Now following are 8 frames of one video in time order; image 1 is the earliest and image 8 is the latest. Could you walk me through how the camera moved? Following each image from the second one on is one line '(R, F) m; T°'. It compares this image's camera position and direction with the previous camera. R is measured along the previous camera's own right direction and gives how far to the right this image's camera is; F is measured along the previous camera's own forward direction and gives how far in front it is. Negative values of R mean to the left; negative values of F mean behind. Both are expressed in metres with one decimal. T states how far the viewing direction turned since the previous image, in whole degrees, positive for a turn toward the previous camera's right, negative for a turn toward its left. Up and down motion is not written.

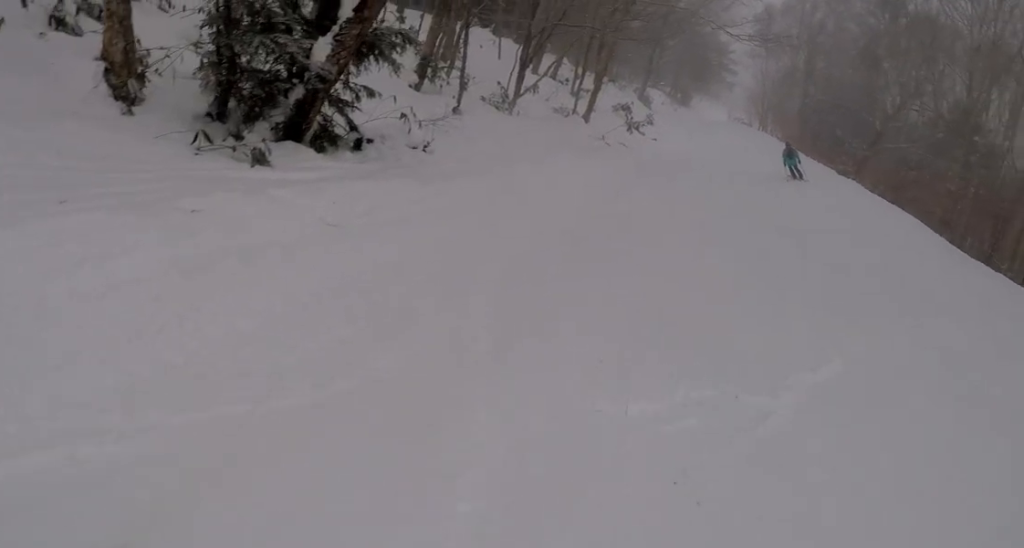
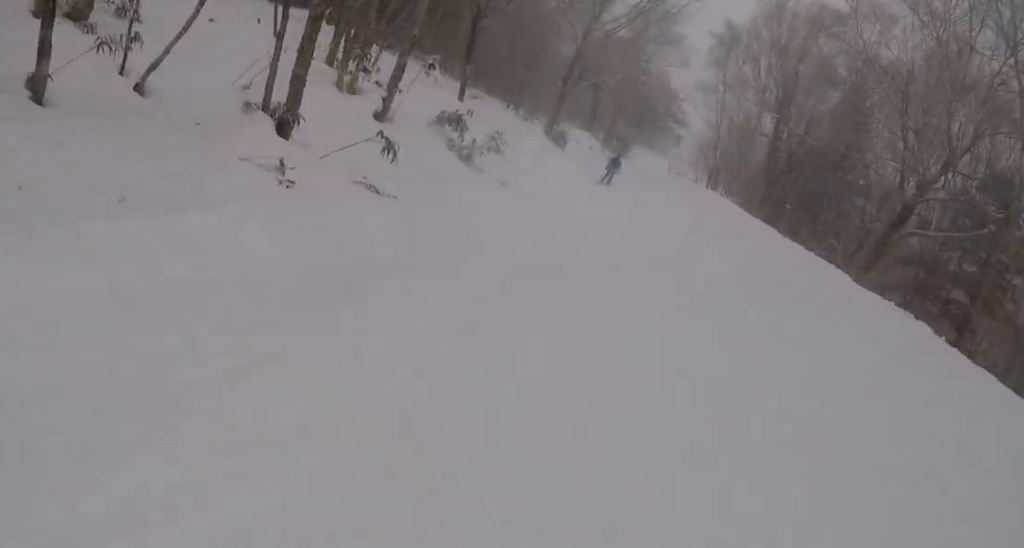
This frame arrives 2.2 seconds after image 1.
(+0.9, +15.8) m; +3°
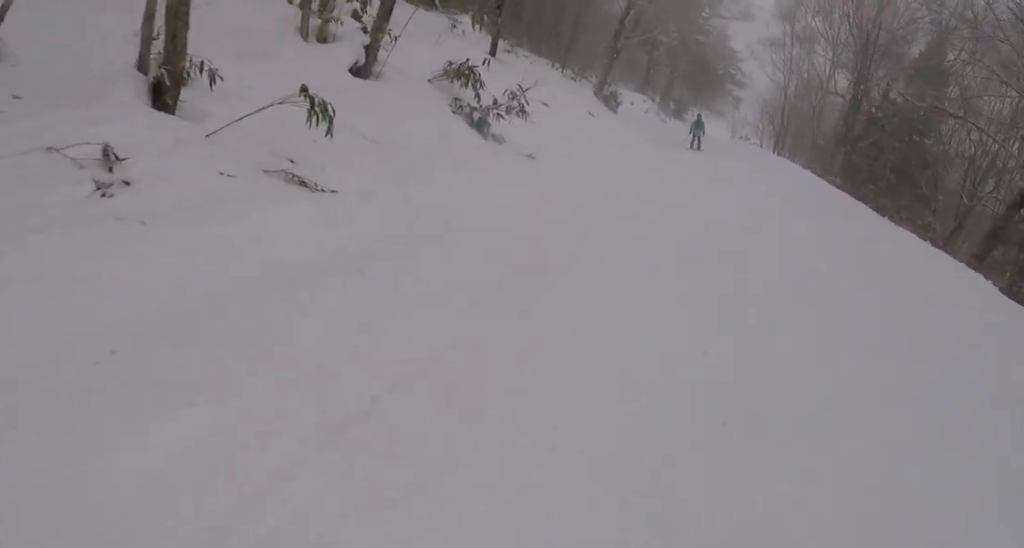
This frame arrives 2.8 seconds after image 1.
(-0.1, +4.0) m; -1°
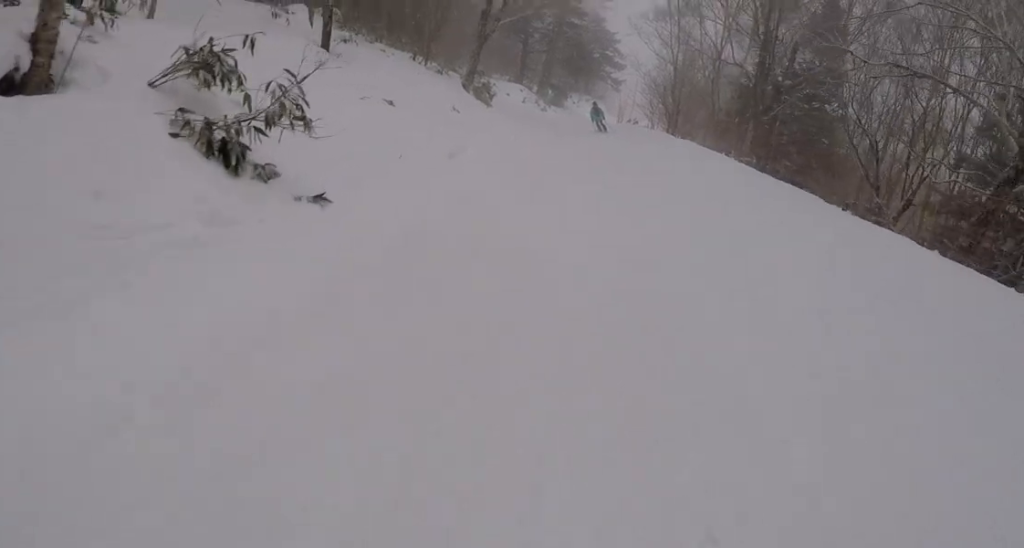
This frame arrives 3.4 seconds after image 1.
(-0.3, +5.0) m; 0°
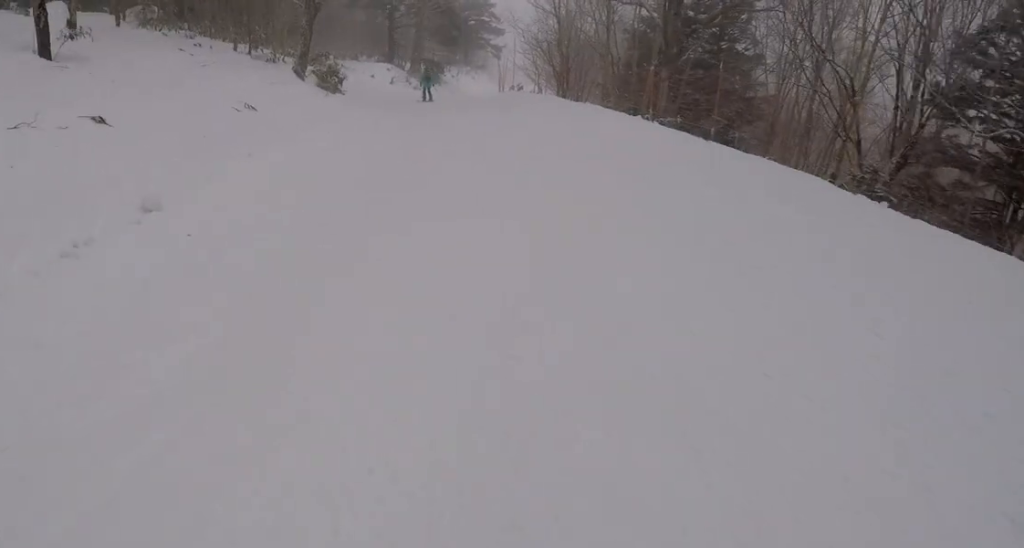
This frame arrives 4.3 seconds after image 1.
(+0.3, +6.2) m; +2°
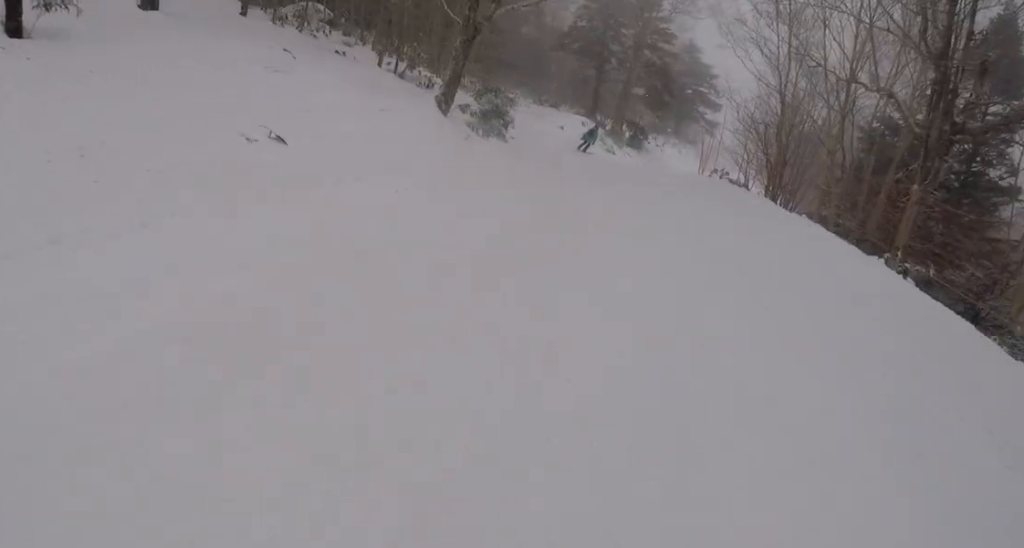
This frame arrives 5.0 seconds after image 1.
(+0.1, +5.8) m; -6°
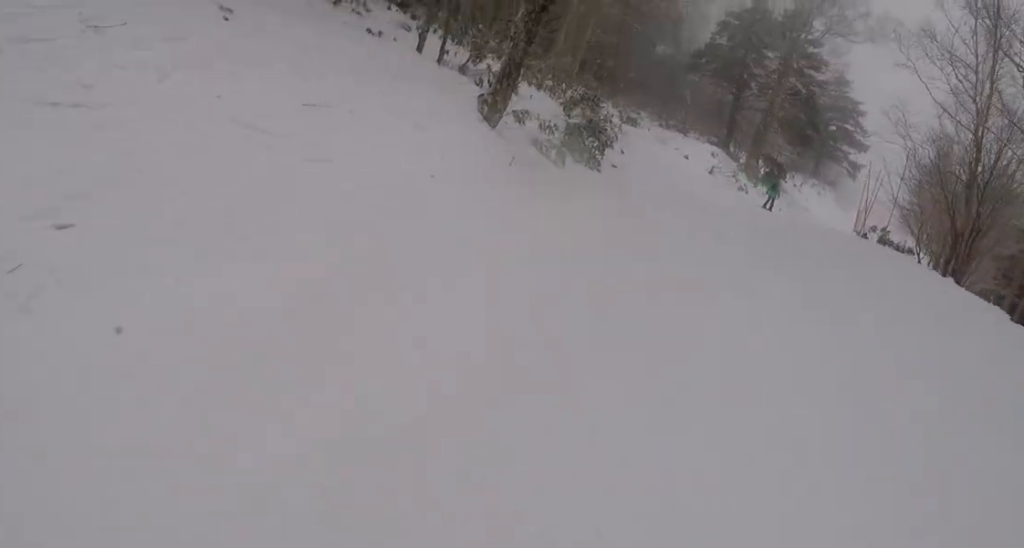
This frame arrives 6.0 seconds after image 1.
(-0.9, +7.6) m; -7°
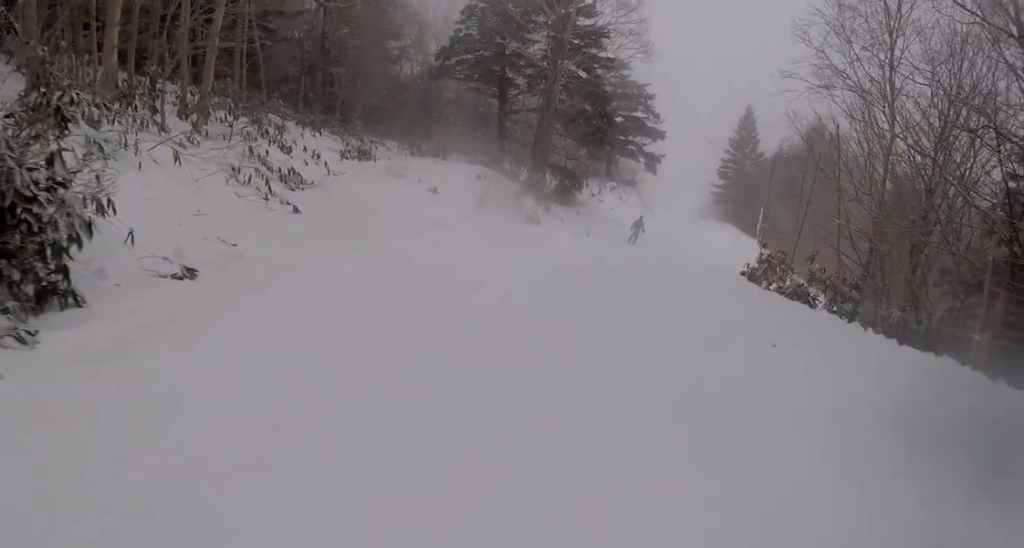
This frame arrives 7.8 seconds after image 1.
(+0.8, +14.5) m; +5°
